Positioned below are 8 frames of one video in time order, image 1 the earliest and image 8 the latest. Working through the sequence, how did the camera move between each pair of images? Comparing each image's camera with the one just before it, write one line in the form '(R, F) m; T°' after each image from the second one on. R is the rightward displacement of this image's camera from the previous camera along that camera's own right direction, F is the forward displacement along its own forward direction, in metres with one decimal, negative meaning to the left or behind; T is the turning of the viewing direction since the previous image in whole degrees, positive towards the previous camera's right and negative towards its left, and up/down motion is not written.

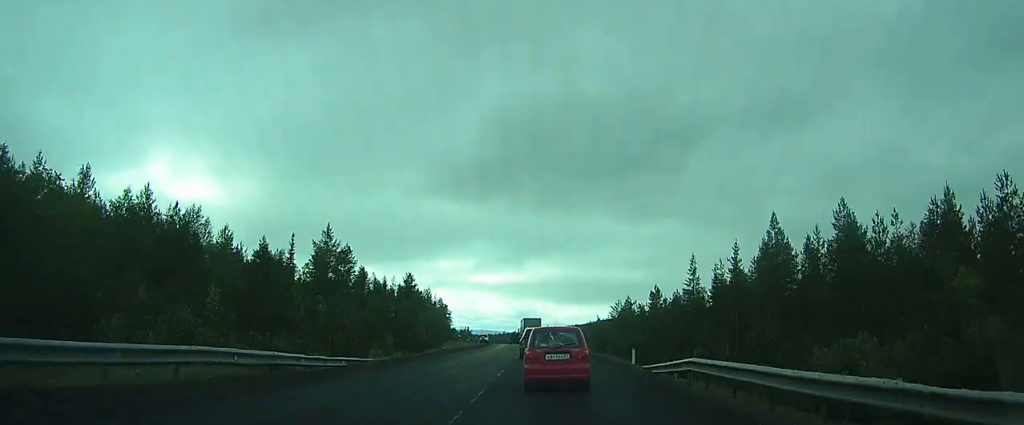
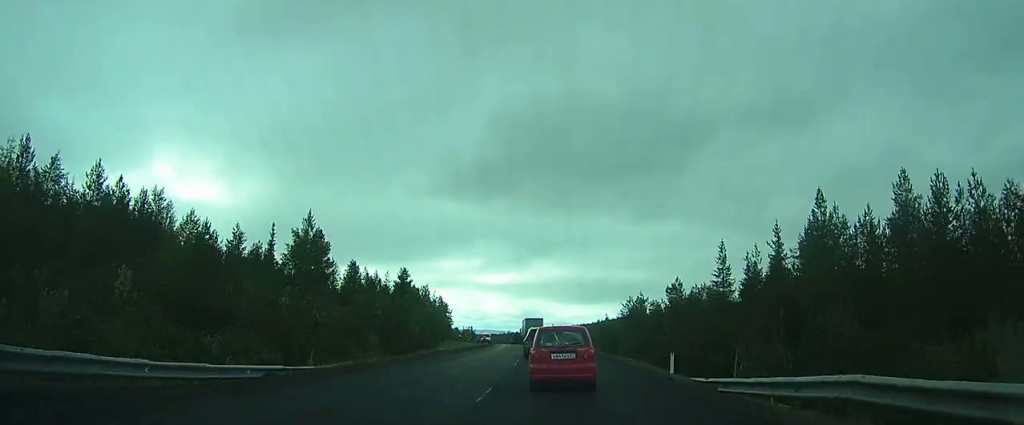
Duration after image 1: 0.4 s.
(+0.1, +7.3) m; 0°
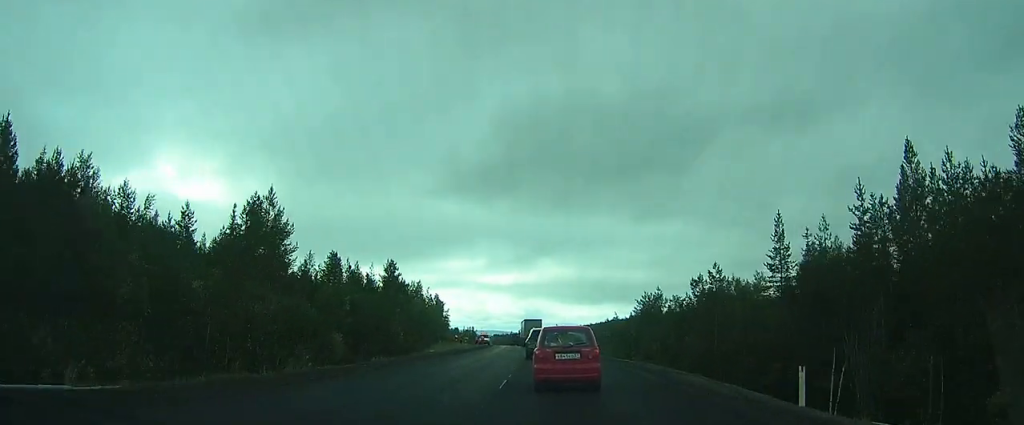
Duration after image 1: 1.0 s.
(+0.1, +10.3) m; 0°
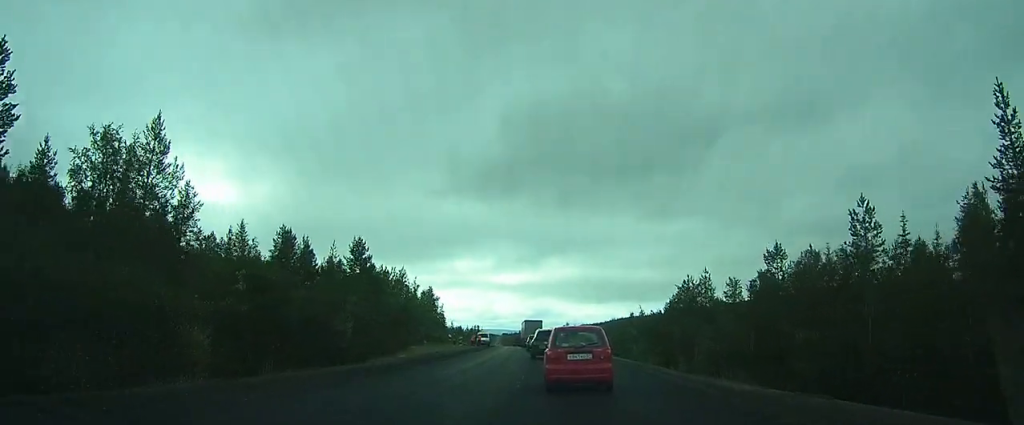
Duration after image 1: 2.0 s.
(0.0, +18.3) m; -1°
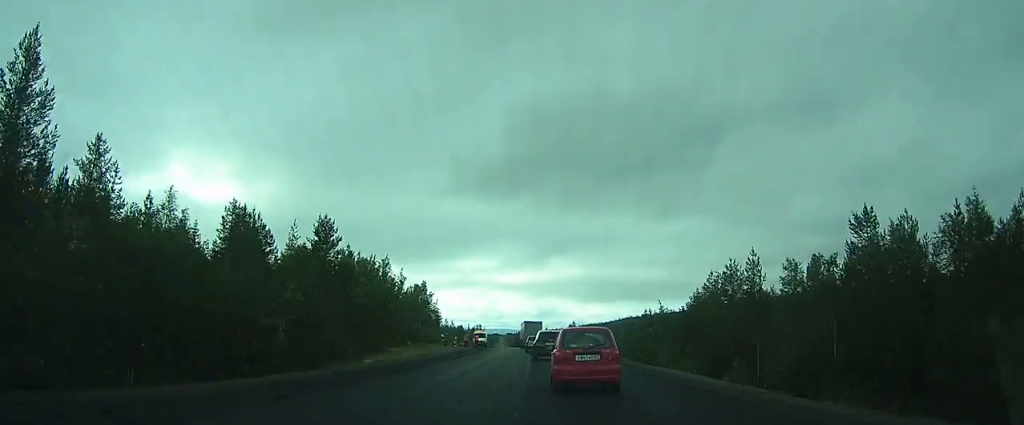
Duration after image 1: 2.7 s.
(-0.2, +11.6) m; -1°
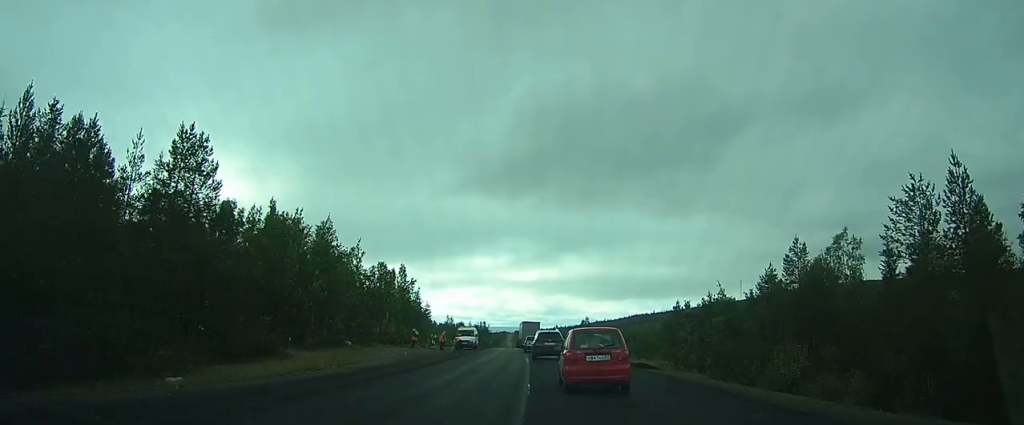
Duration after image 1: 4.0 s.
(-0.1, +23.1) m; 0°
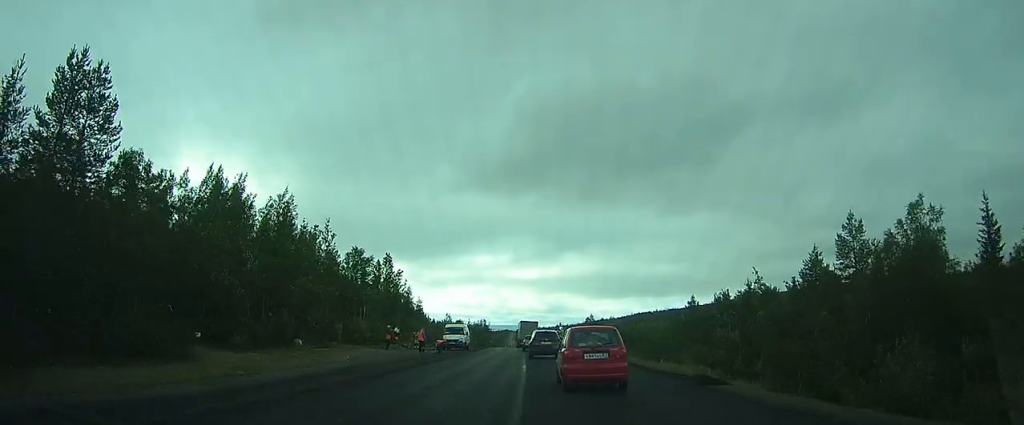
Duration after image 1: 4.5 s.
(0.0, +9.2) m; 0°
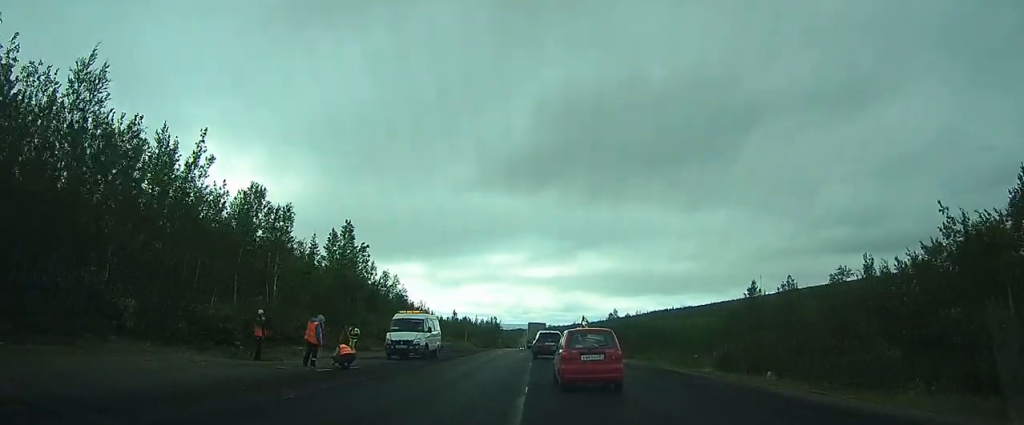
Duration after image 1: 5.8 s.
(-0.2, +21.8) m; -1°
